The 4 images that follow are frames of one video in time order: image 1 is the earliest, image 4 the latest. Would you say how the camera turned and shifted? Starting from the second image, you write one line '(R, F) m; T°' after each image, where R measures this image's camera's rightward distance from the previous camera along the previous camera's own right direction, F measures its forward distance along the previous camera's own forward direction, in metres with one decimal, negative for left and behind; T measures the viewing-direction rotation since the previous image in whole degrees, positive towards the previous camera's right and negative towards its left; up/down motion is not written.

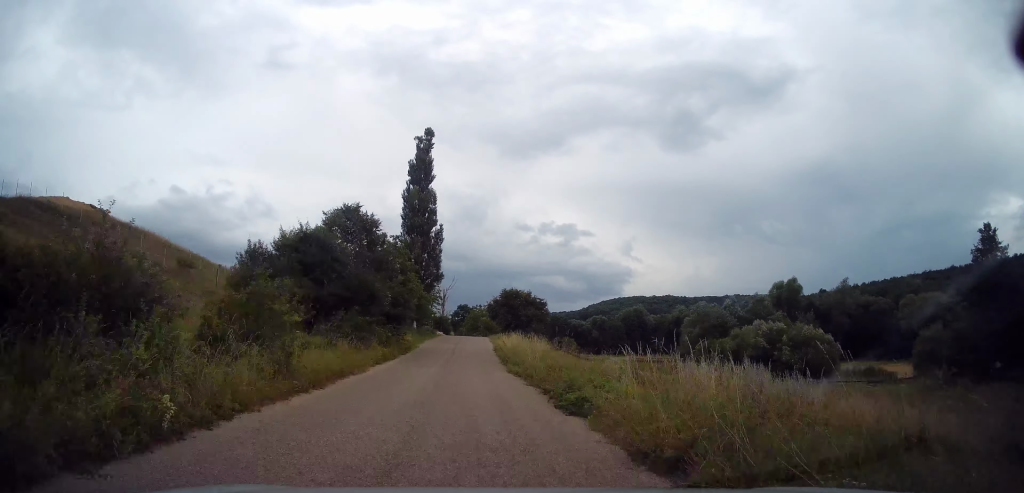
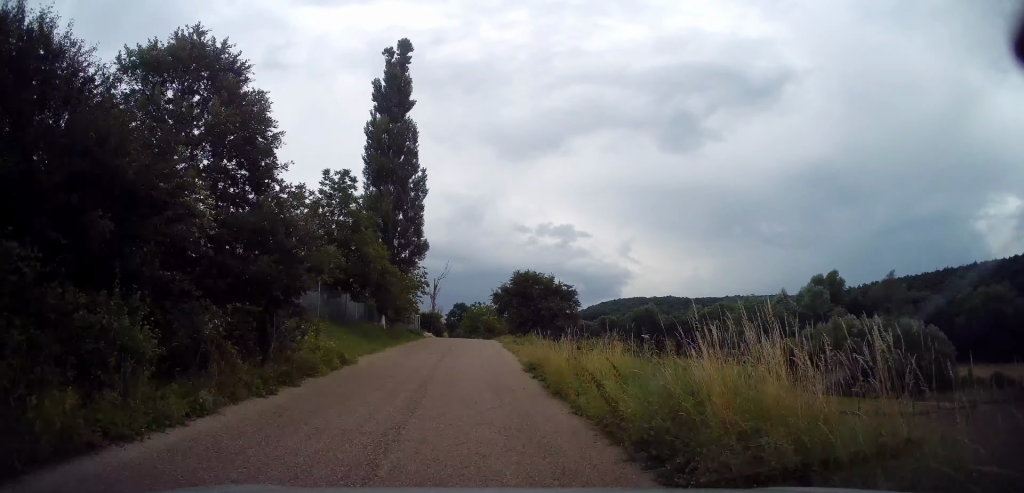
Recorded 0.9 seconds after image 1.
(-0.1, +19.0) m; 0°
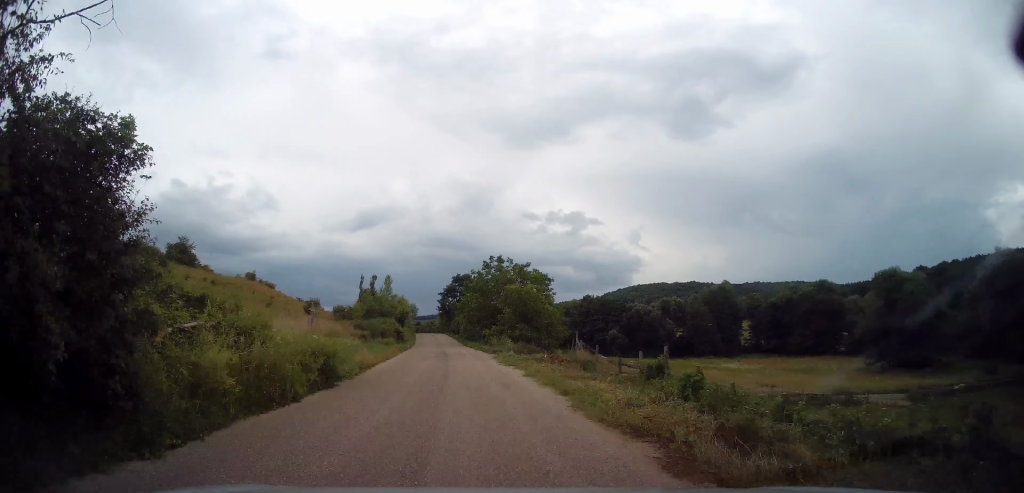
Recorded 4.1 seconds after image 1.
(-0.8, +65.3) m; -2°
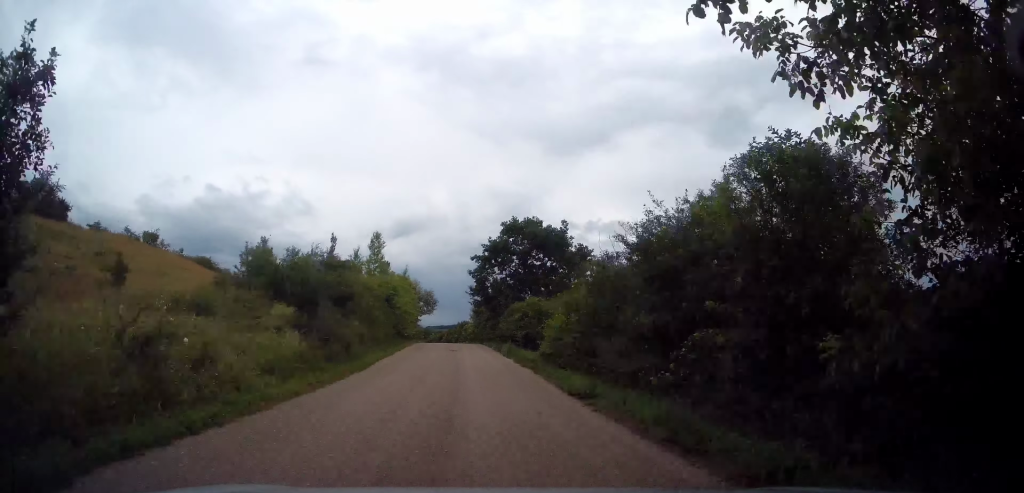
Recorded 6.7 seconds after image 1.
(-1.4, +53.2) m; -2°
